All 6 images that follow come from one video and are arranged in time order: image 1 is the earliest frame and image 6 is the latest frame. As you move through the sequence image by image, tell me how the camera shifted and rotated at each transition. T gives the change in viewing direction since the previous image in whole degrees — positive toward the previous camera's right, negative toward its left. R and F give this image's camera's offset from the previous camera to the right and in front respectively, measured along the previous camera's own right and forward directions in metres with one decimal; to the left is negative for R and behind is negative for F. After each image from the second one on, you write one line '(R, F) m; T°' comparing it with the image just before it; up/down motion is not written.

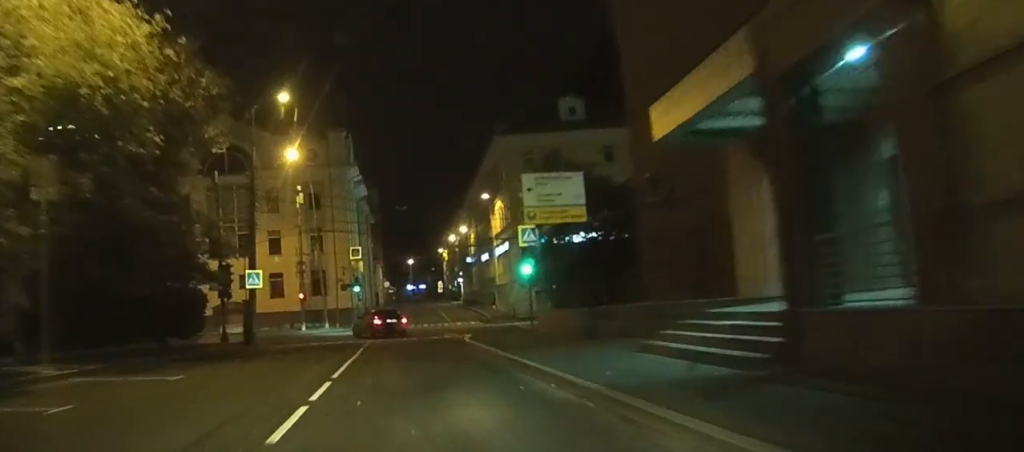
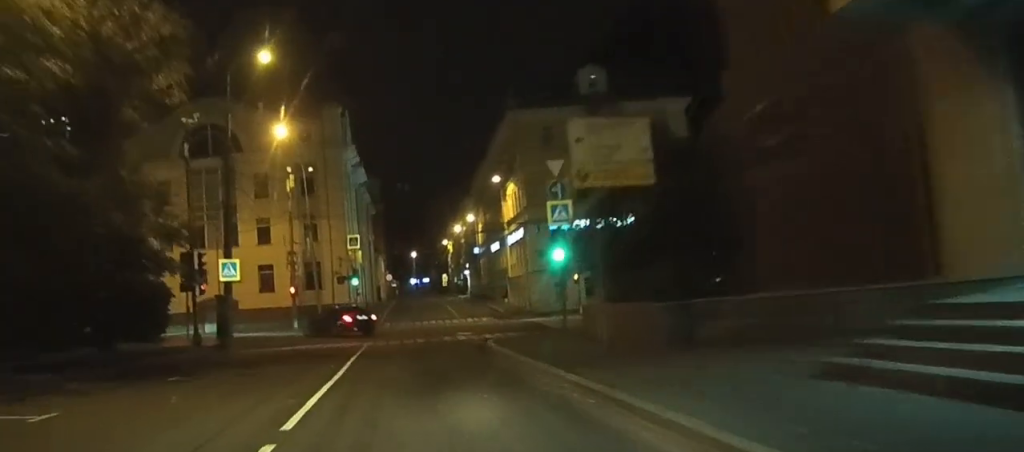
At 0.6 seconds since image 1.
(+0.1, +7.2) m; -1°
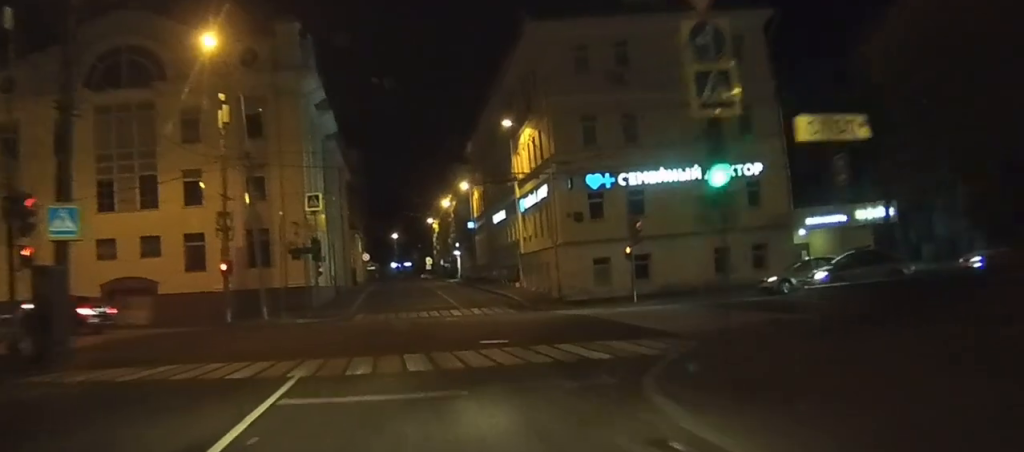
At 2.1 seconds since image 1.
(-0.3, +18.0) m; +1°
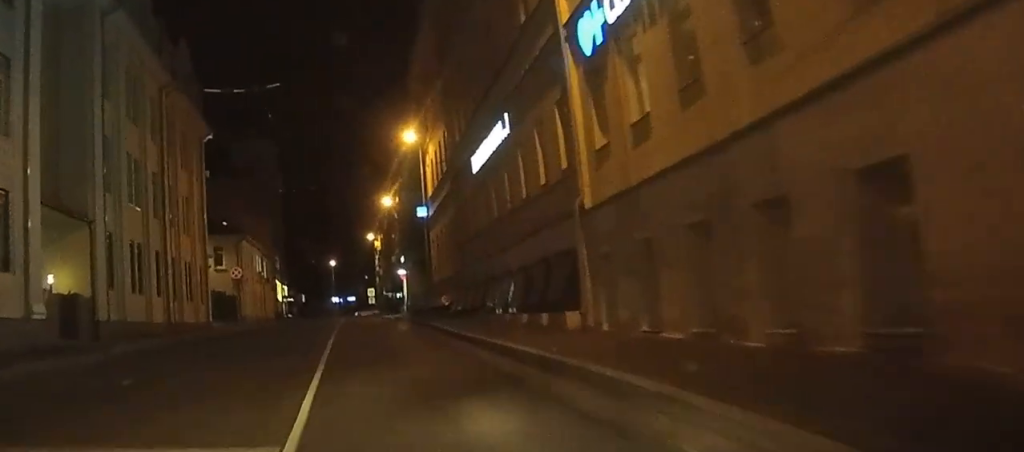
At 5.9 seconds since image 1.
(+3.1, +41.7) m; +4°
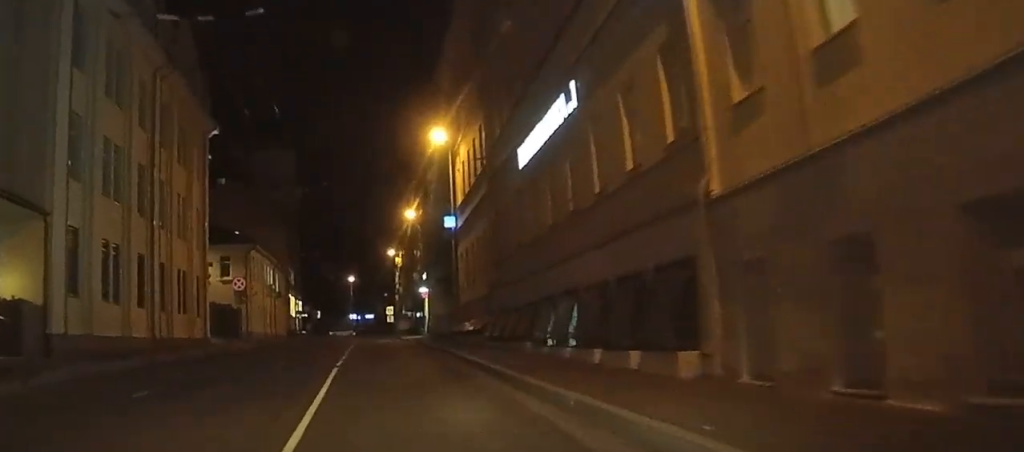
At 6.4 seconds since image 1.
(0.0, +5.6) m; 0°
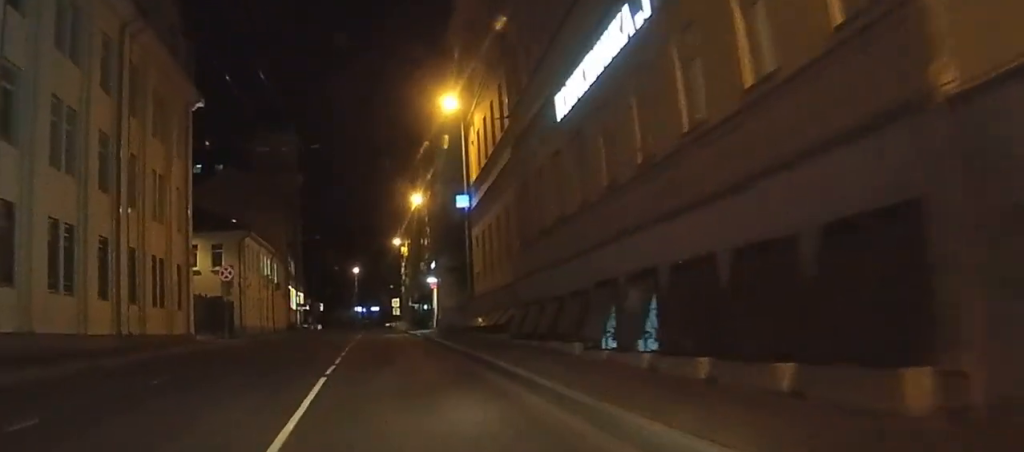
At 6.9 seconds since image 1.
(0.0, +4.8) m; 0°
